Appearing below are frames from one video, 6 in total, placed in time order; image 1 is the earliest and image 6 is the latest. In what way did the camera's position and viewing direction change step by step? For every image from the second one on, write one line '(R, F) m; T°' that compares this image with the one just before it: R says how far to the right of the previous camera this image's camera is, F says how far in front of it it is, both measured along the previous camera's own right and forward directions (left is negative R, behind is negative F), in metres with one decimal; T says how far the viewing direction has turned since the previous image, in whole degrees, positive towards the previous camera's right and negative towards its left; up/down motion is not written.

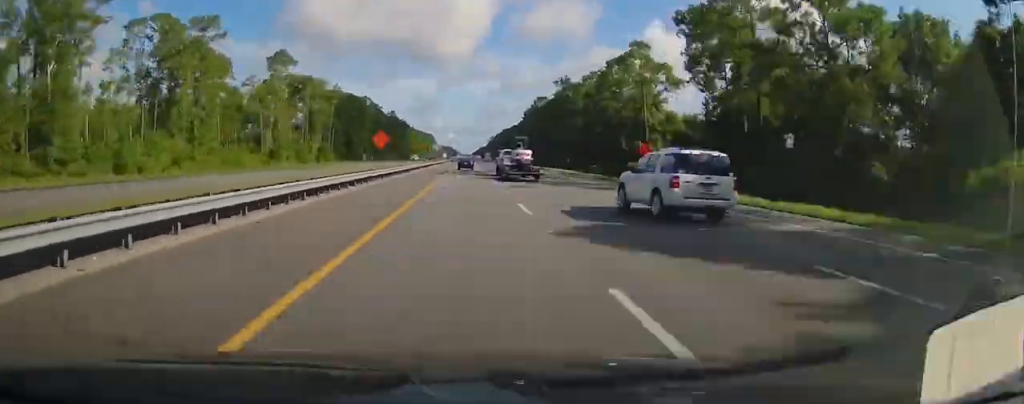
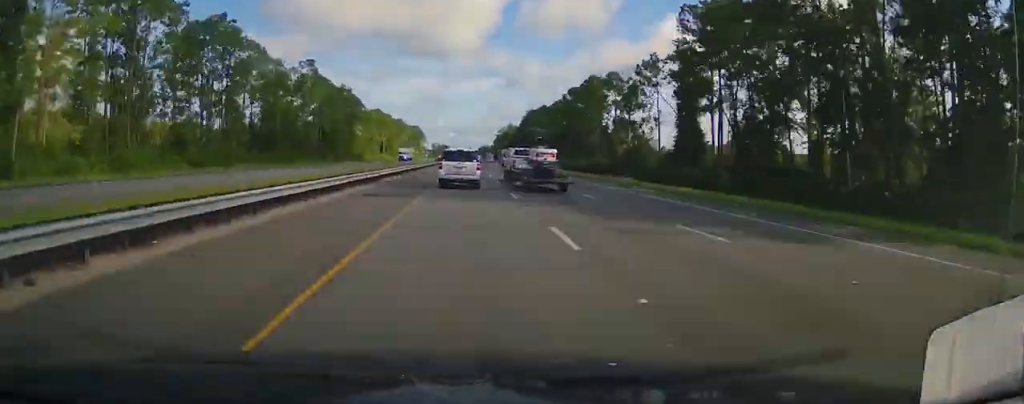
(-0.1, +152.1) m; 0°
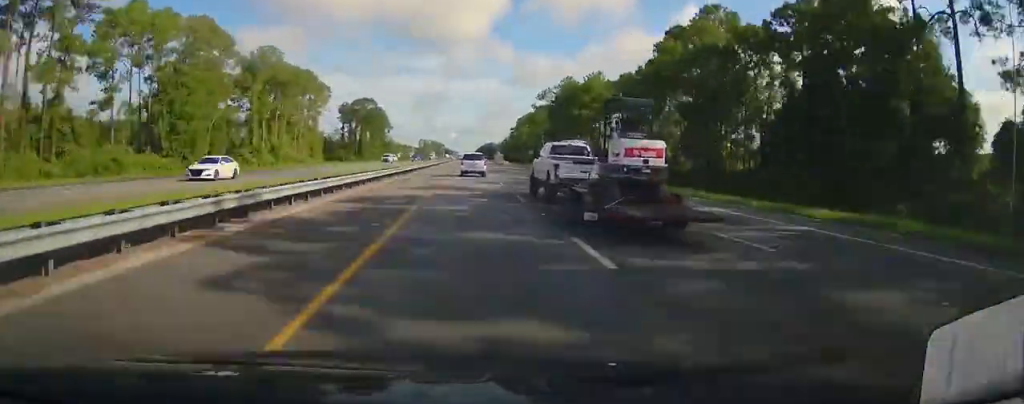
(-0.7, +208.1) m; 0°
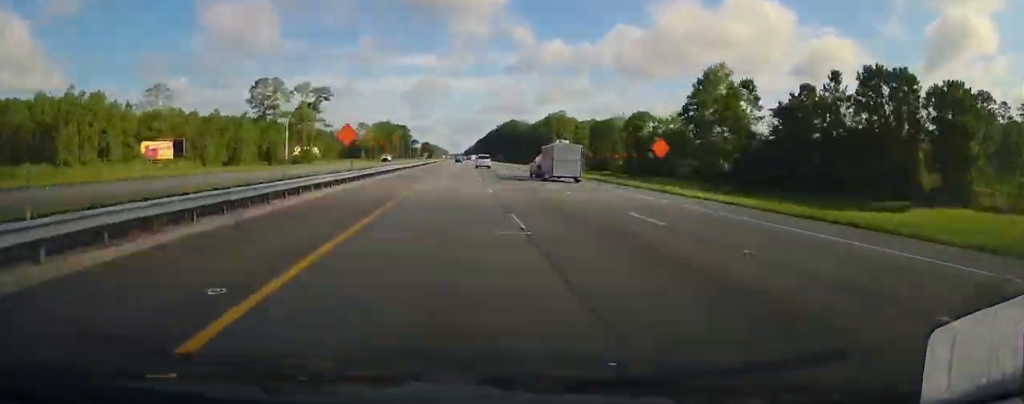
(+2.4, +458.0) m; +1°
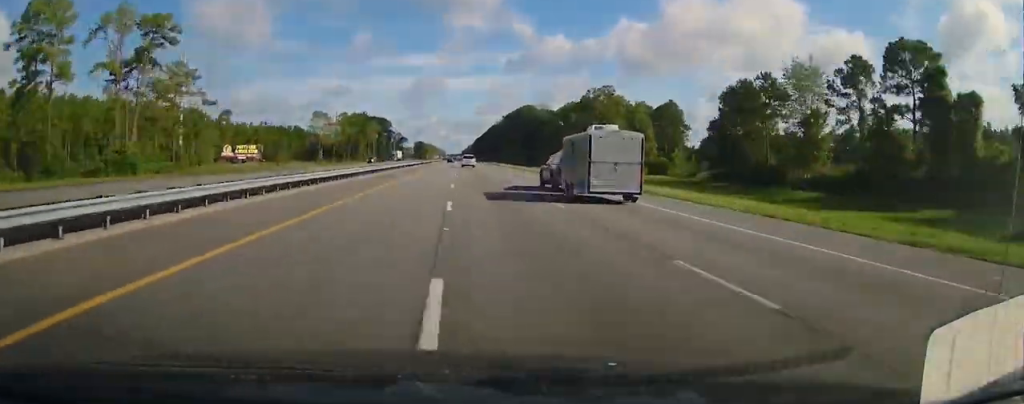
(0.0, +81.3) m; 0°
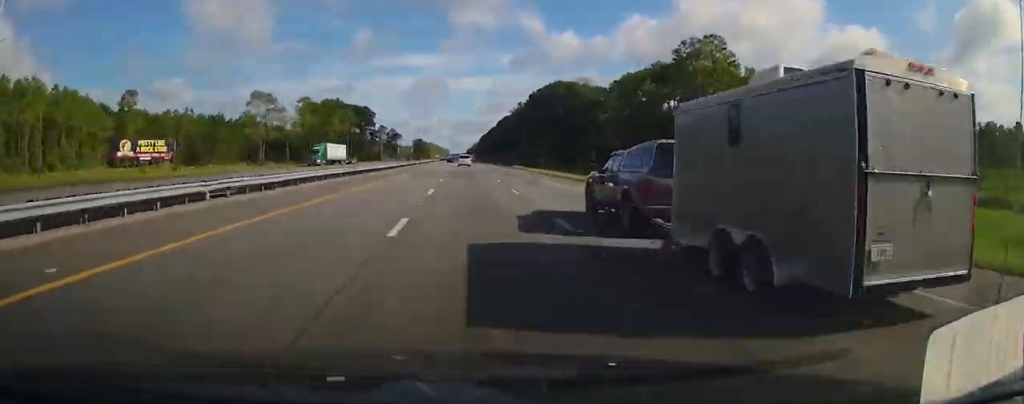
(+0.2, +66.1) m; 0°
